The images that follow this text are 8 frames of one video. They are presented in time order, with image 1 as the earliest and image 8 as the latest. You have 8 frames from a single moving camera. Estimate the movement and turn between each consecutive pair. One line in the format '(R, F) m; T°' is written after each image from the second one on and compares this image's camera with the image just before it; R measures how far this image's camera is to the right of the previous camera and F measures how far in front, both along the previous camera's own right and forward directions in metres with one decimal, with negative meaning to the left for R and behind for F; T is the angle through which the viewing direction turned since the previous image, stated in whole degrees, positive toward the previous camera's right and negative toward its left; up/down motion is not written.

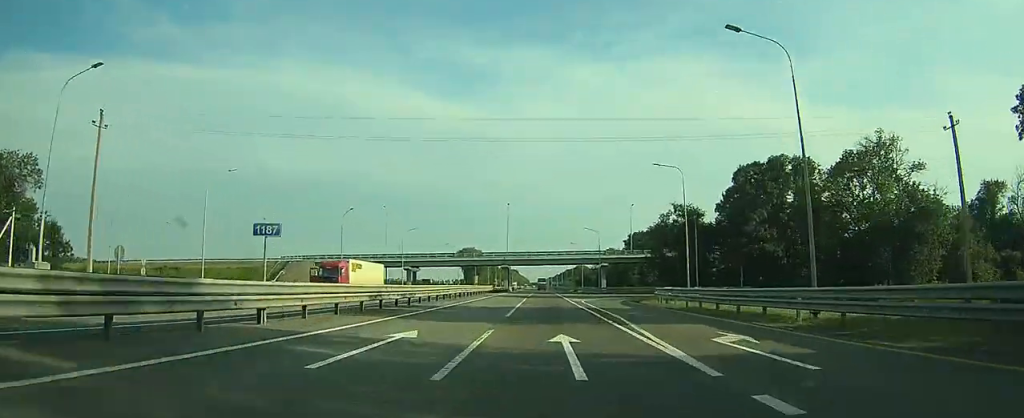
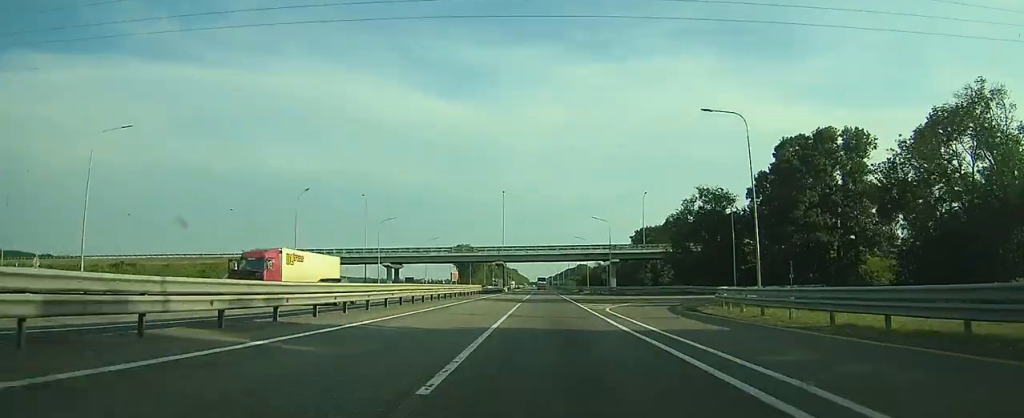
(0.0, +17.1) m; 0°
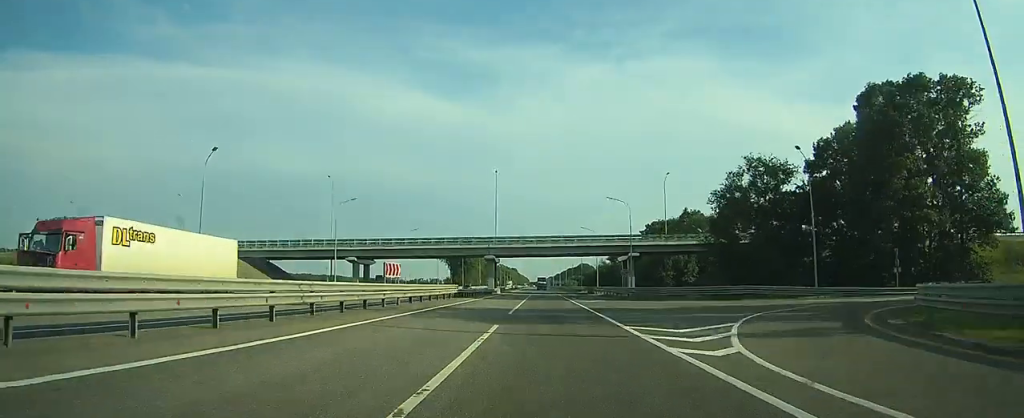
(0.0, +21.4) m; 0°
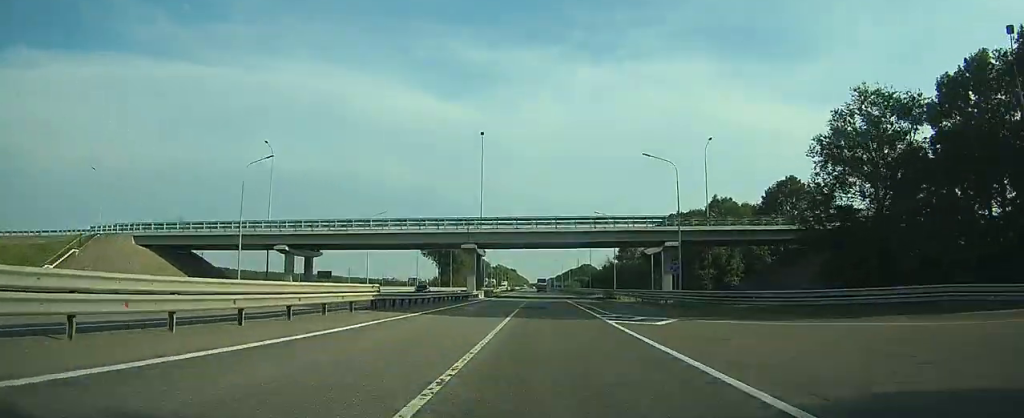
(0.0, +25.7) m; 0°
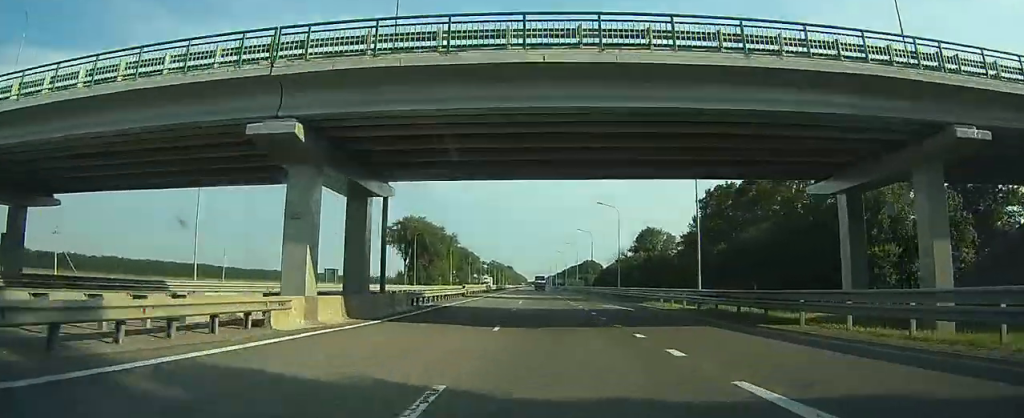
(0.0, +46.3) m; 0°
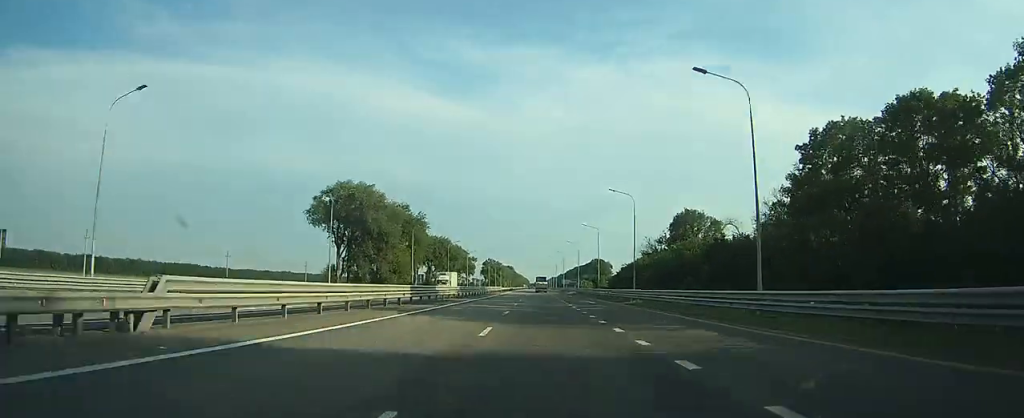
(-0.1, +49.6) m; 0°
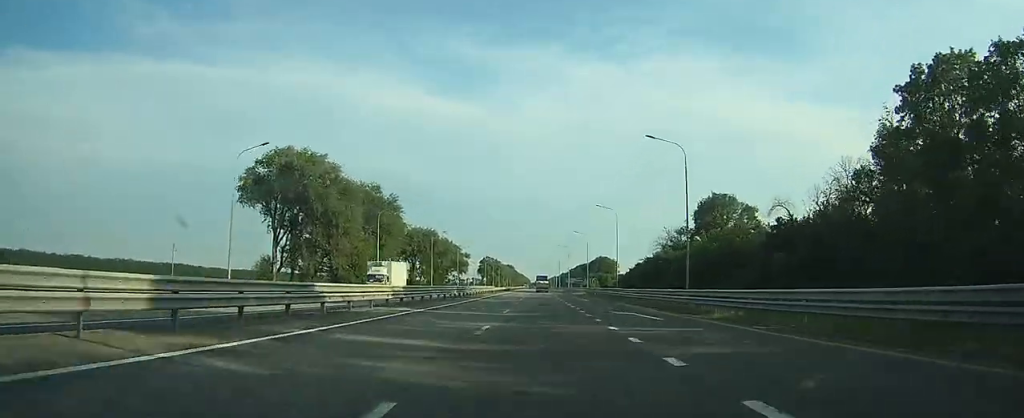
(0.0, +23.7) m; 0°
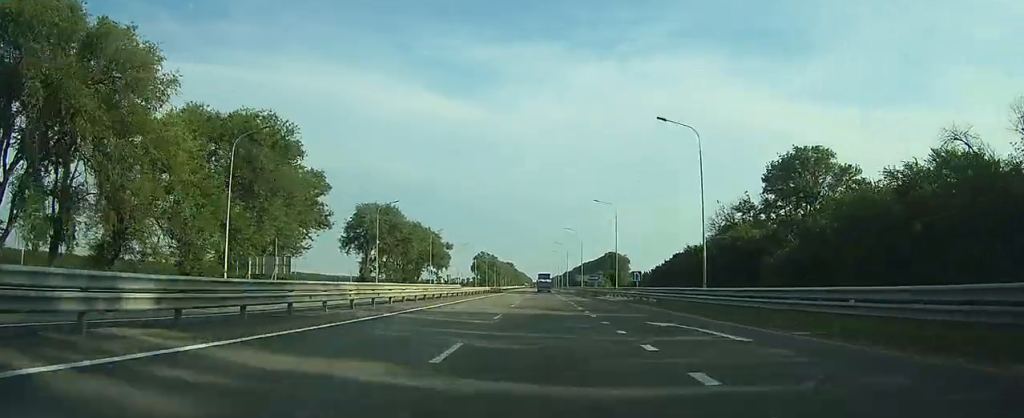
(0.0, +42.1) m; 0°
